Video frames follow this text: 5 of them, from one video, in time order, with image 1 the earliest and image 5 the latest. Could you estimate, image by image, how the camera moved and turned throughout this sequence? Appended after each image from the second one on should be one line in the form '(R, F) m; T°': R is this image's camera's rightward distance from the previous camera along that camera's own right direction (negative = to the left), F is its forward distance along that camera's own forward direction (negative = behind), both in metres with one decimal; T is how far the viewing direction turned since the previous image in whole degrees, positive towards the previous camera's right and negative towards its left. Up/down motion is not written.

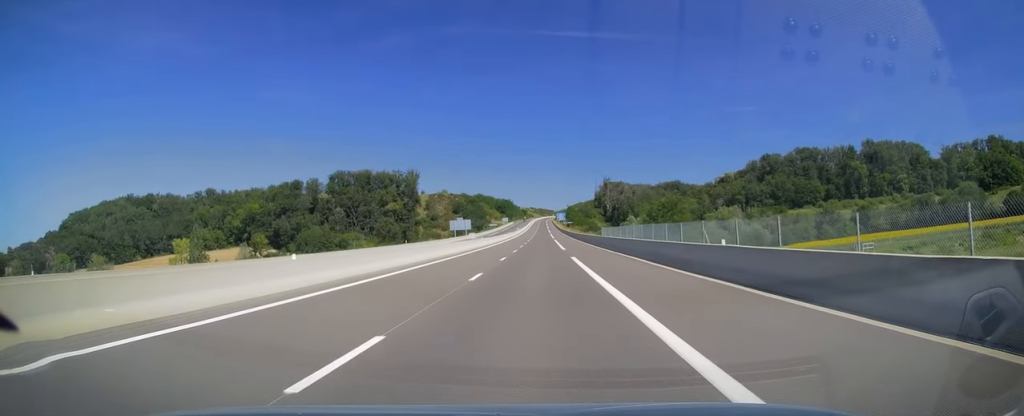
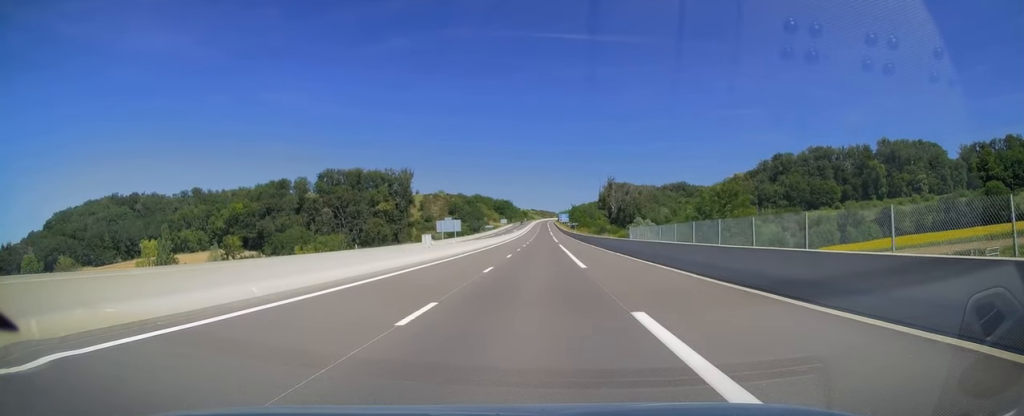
(0.0, +21.8) m; 0°
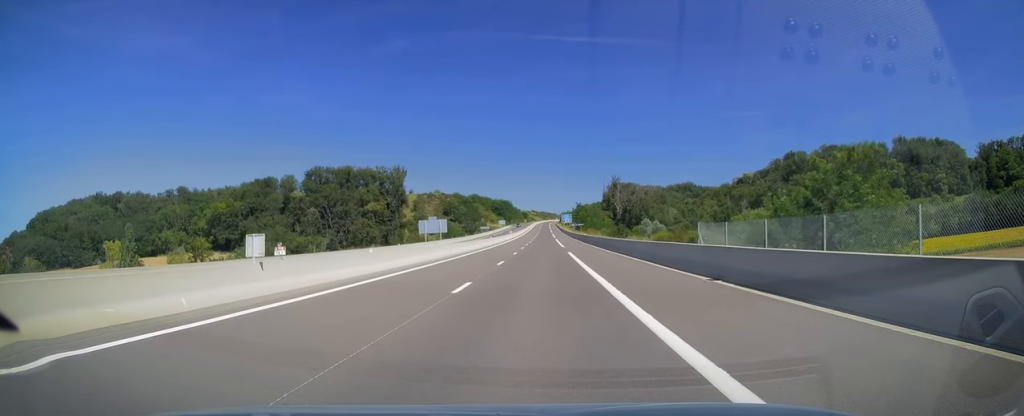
(+0.1, +20.8) m; 0°
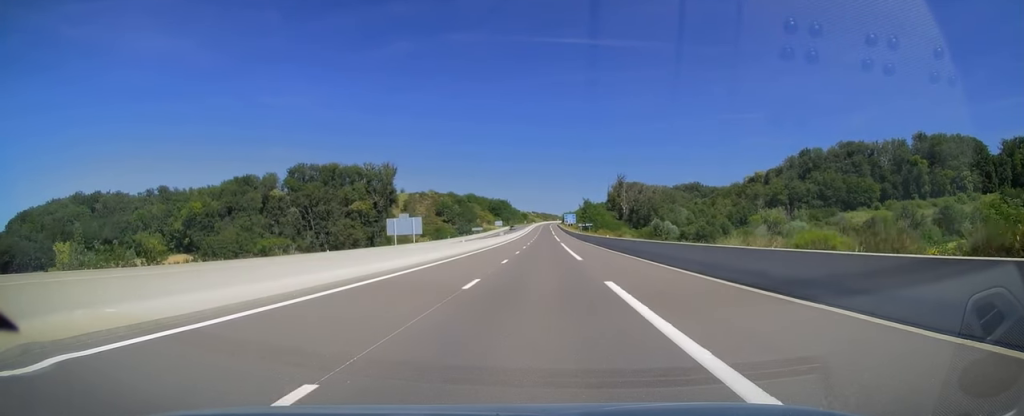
(-0.3, +24.8) m; 0°
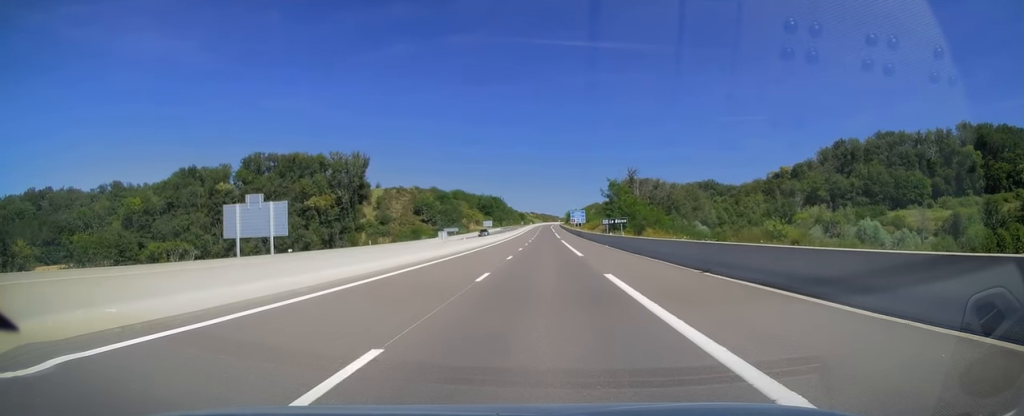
(+0.1, +50.0) m; 0°
